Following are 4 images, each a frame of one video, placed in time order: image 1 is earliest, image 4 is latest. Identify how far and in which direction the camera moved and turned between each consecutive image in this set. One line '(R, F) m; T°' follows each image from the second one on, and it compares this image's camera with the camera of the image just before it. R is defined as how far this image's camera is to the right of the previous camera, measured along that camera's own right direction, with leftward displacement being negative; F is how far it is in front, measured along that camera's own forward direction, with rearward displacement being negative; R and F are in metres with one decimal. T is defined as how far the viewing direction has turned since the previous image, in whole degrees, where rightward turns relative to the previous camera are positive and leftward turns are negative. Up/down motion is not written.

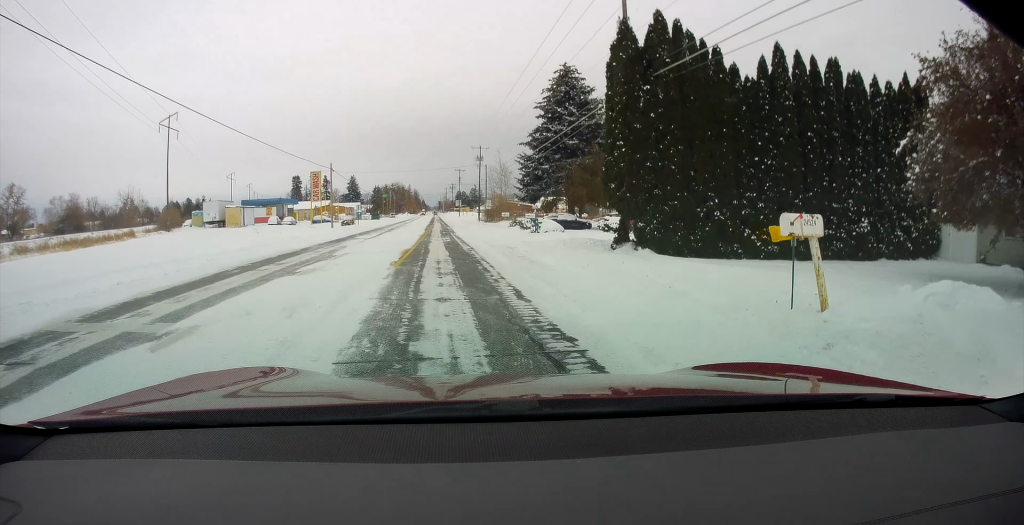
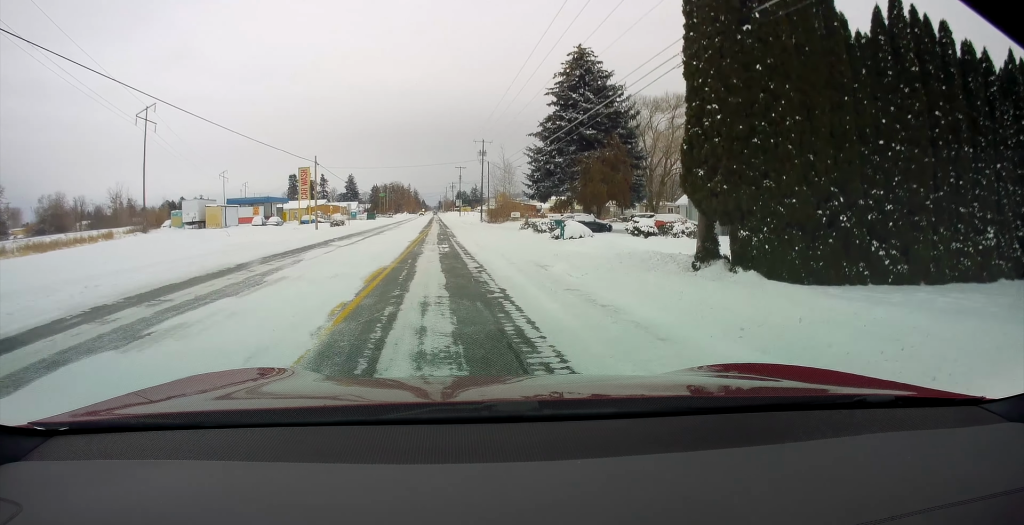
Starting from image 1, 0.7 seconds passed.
(0.0, +6.6) m; 0°
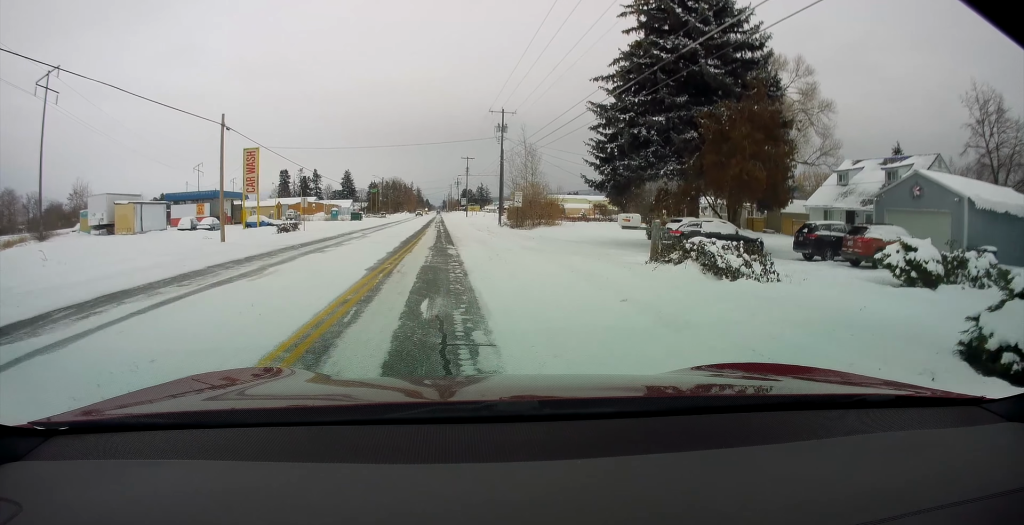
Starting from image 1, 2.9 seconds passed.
(0.0, +22.3) m; 0°
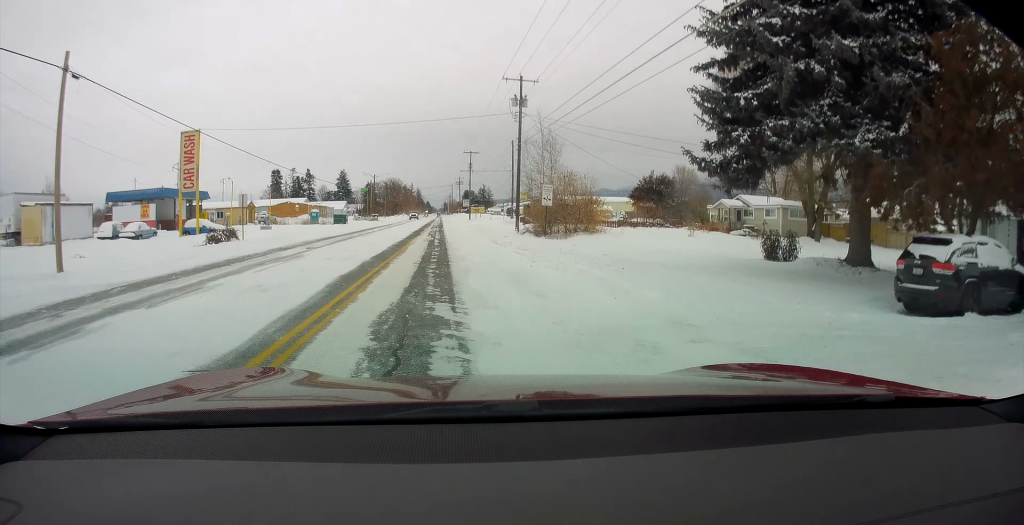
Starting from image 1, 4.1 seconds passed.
(0.0, +14.1) m; 0°
